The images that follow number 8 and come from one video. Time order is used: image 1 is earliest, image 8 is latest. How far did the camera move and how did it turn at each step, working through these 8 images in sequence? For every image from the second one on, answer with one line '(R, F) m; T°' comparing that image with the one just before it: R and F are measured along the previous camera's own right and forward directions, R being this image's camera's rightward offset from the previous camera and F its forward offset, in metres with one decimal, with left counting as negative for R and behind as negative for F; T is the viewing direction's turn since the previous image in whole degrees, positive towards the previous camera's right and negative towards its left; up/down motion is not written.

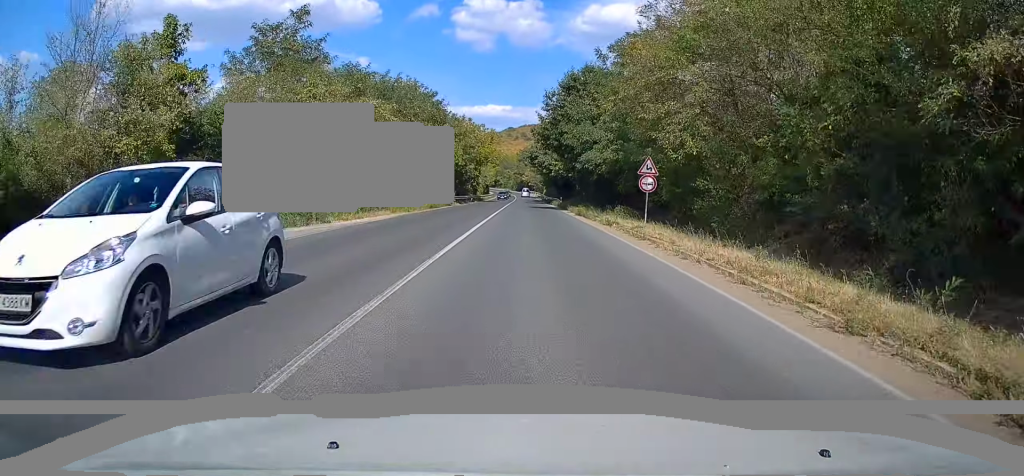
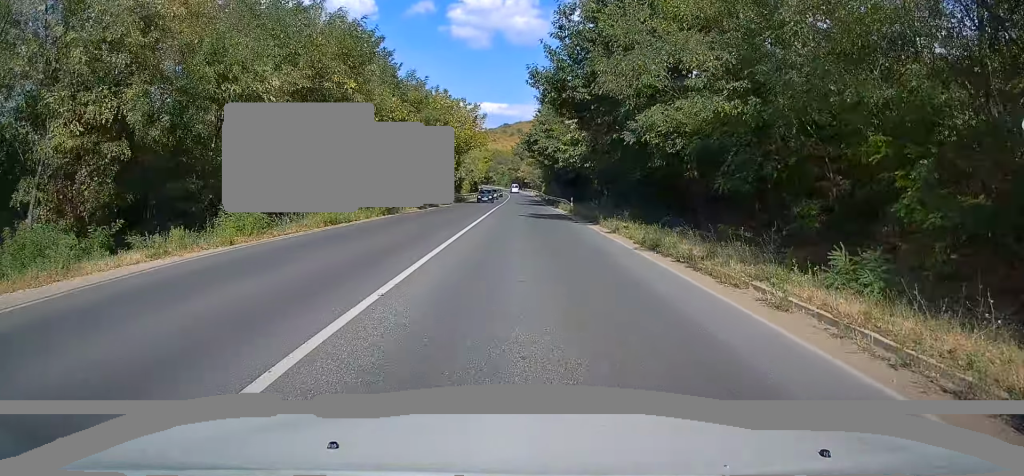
(0.0, +21.6) m; 0°
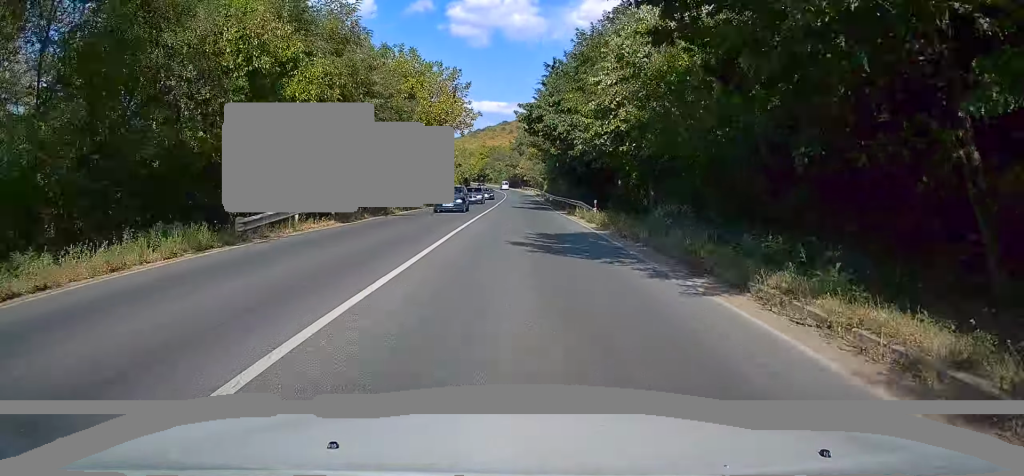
(0.0, +17.0) m; 0°
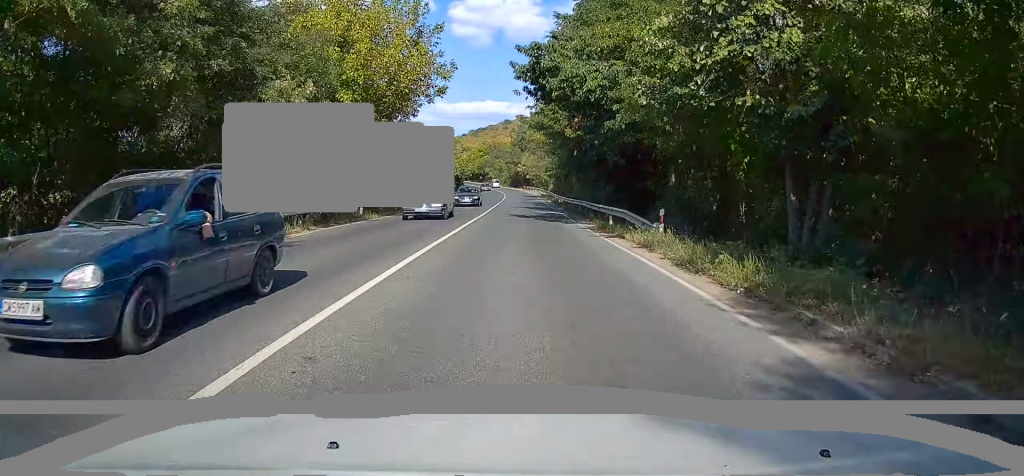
(0.0, +15.5) m; 0°
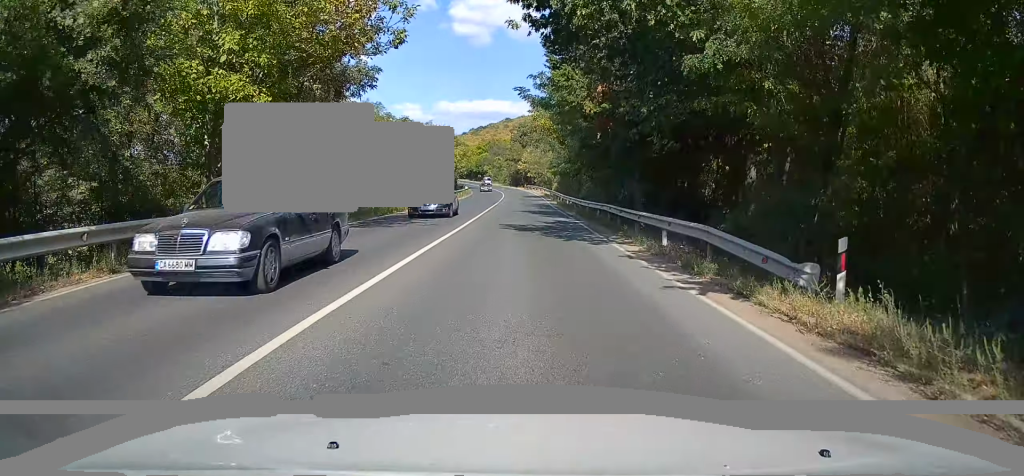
(+0.1, +10.1) m; 0°
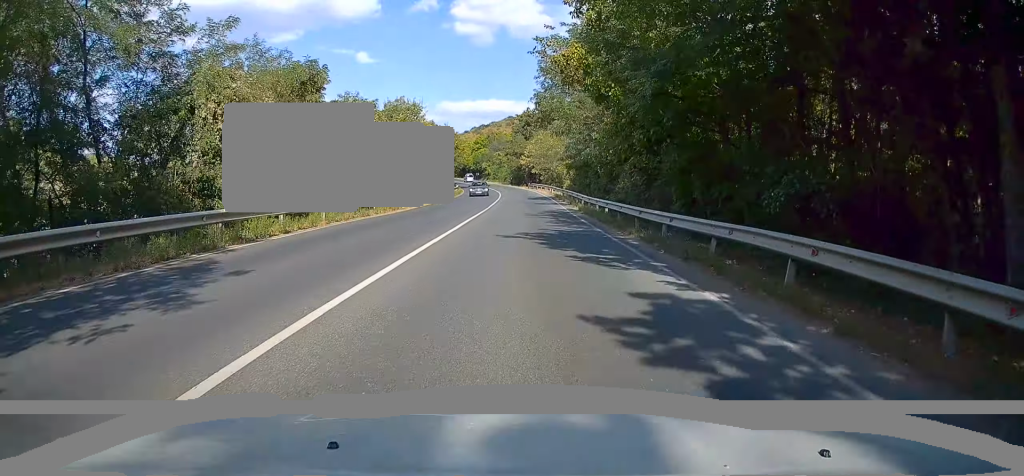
(-0.3, +19.5) m; 0°
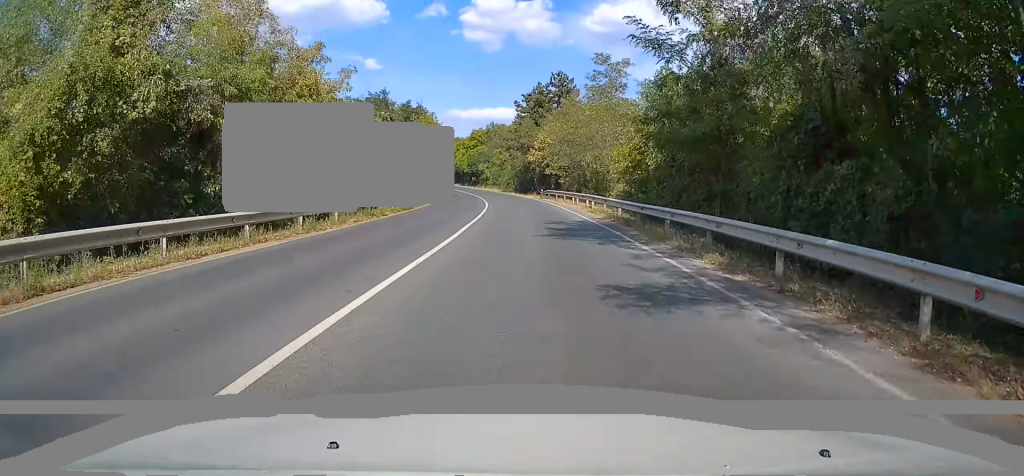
(+0.3, +35.2) m; 0°
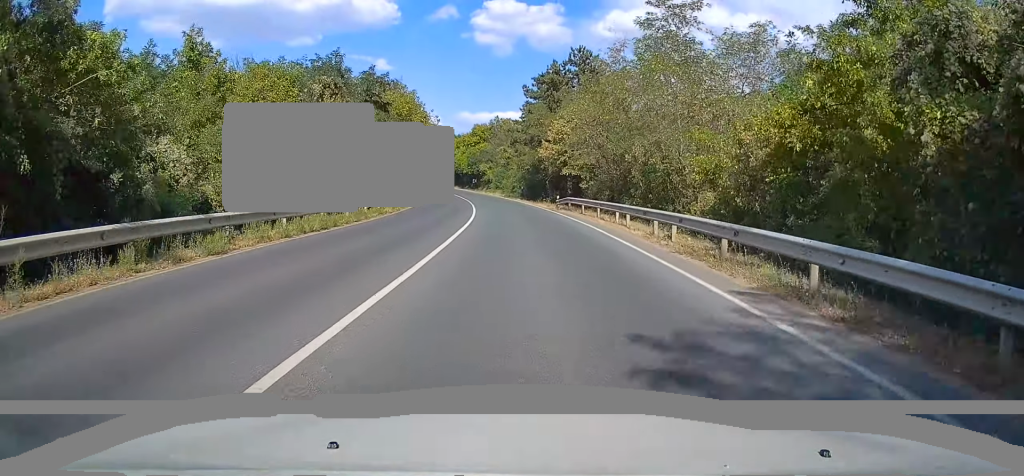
(-0.2, +17.2) m; -1°
